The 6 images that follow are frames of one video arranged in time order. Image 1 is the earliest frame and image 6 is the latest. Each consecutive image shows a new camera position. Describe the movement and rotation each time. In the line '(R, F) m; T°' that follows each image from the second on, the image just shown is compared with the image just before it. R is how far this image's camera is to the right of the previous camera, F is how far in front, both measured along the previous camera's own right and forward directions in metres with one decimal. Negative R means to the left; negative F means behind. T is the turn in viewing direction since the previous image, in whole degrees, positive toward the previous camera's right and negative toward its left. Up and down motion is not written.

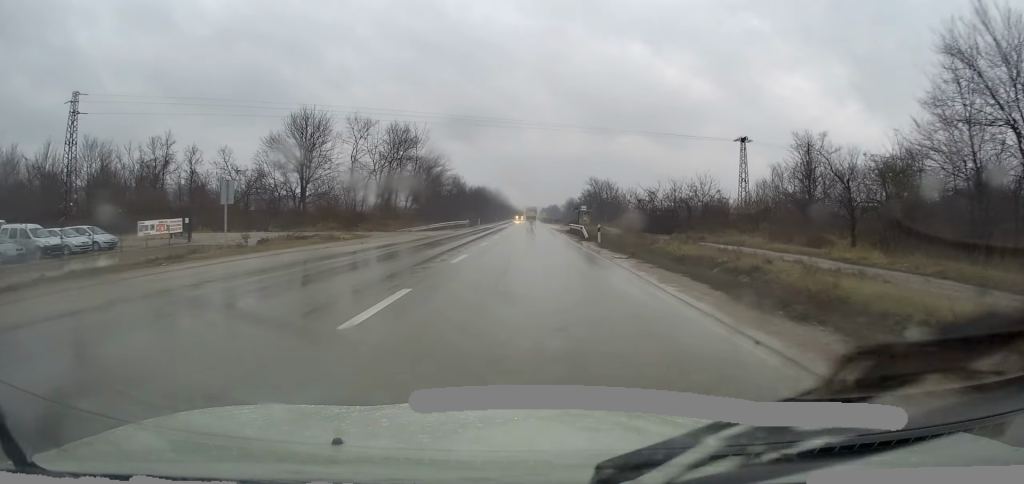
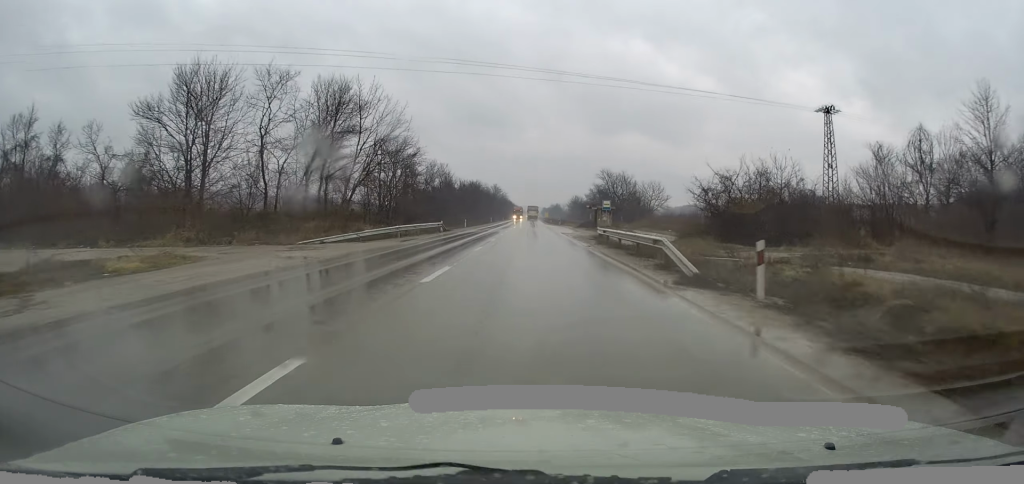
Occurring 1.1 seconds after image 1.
(0.0, +21.8) m; 0°
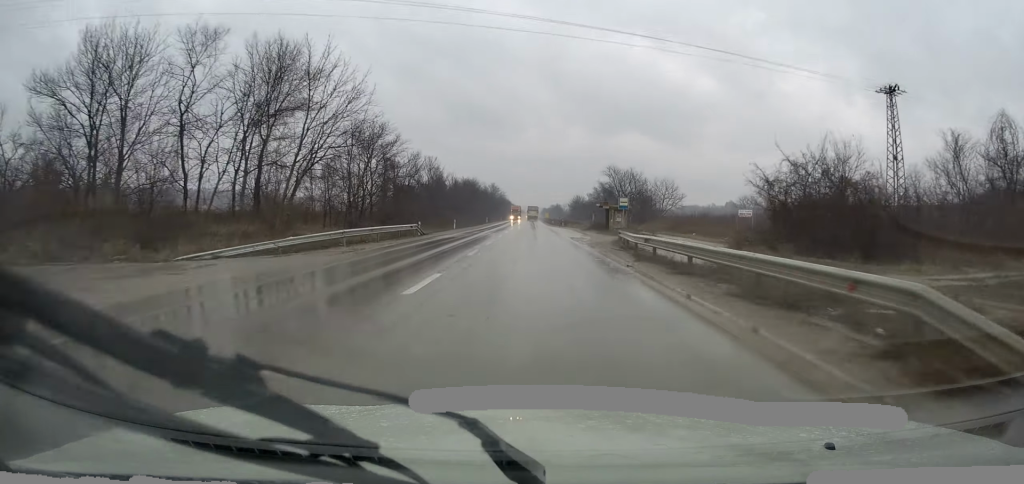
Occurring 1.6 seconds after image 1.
(0.0, +10.2) m; 0°
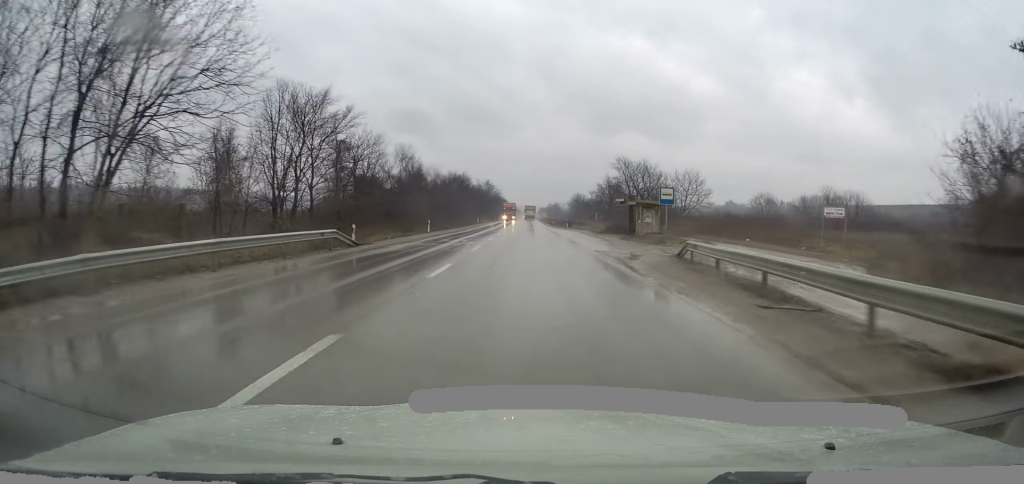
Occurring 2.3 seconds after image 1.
(+0.1, +14.9) m; -1°
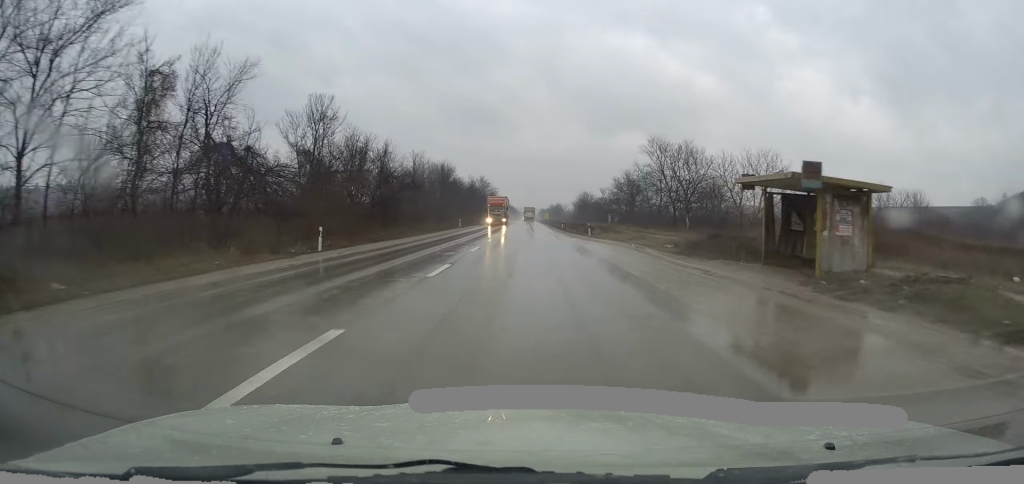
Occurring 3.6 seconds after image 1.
(-0.3, +25.8) m; +1°
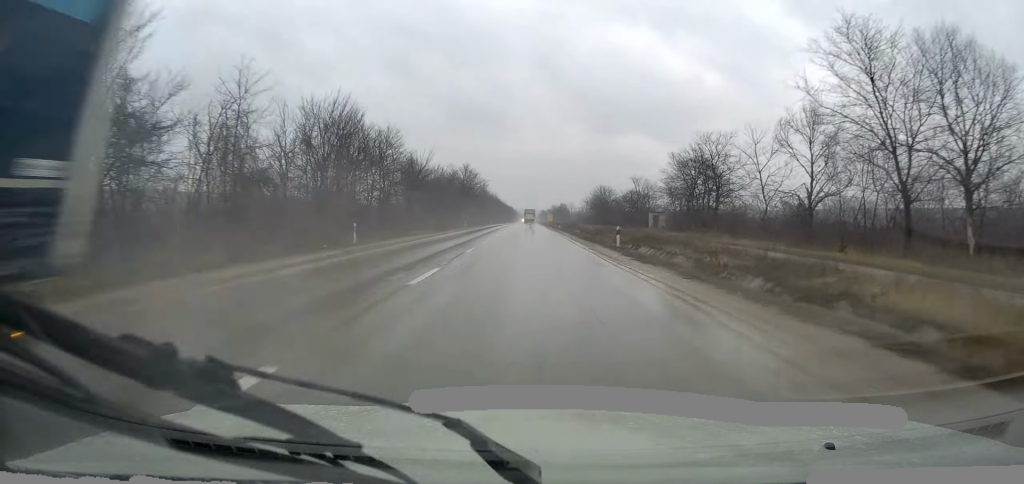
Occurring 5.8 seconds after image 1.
(+0.6, +44.5) m; 0°
